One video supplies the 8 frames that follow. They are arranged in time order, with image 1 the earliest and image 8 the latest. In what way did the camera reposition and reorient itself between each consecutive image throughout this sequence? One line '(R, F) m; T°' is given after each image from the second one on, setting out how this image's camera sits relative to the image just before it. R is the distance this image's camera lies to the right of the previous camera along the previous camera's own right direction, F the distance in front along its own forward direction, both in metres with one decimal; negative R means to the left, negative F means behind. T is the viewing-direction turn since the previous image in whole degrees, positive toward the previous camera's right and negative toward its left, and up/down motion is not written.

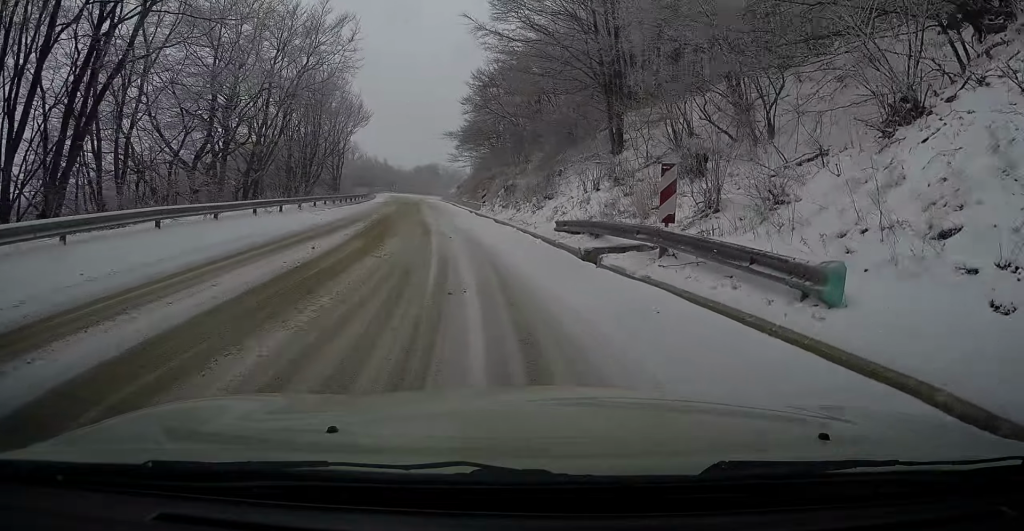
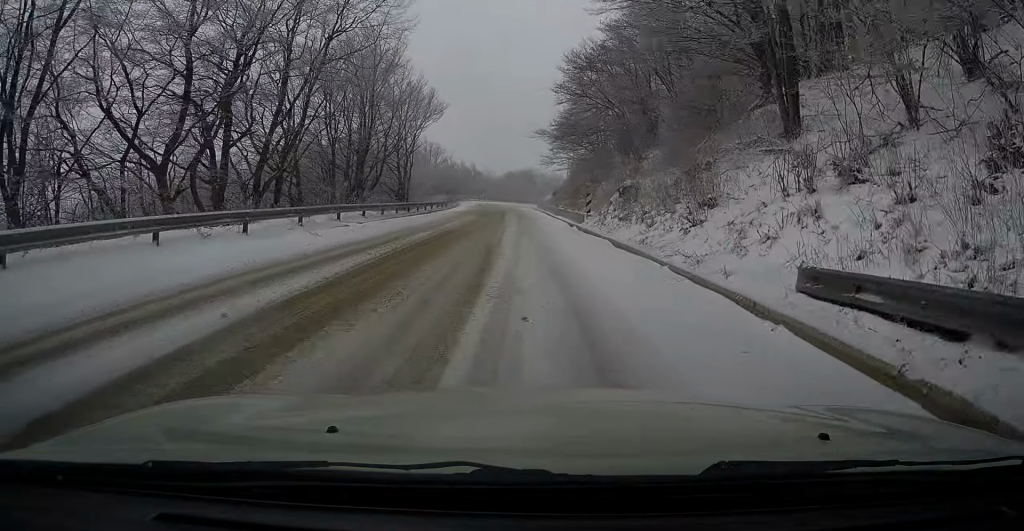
(-0.5, +11.0) m; -3°
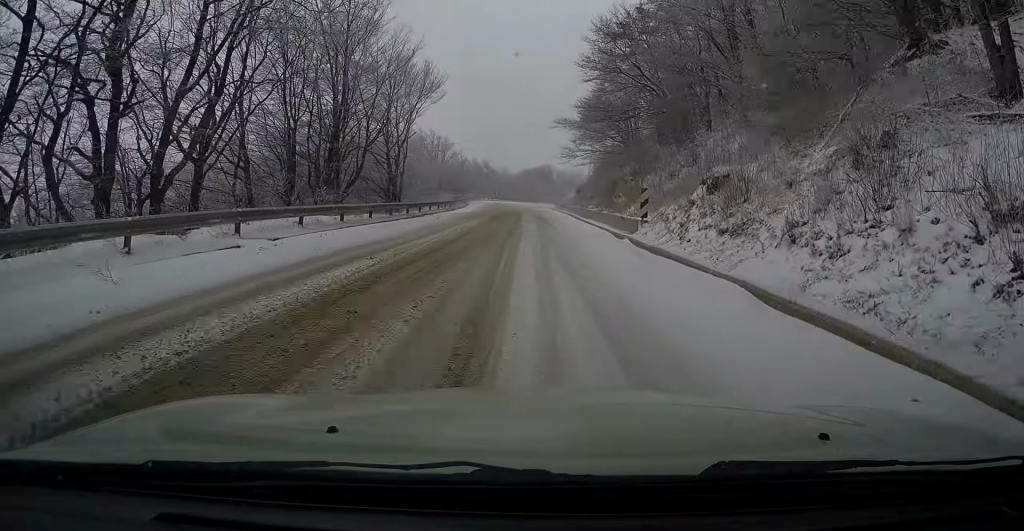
(0.0, +9.7) m; 0°
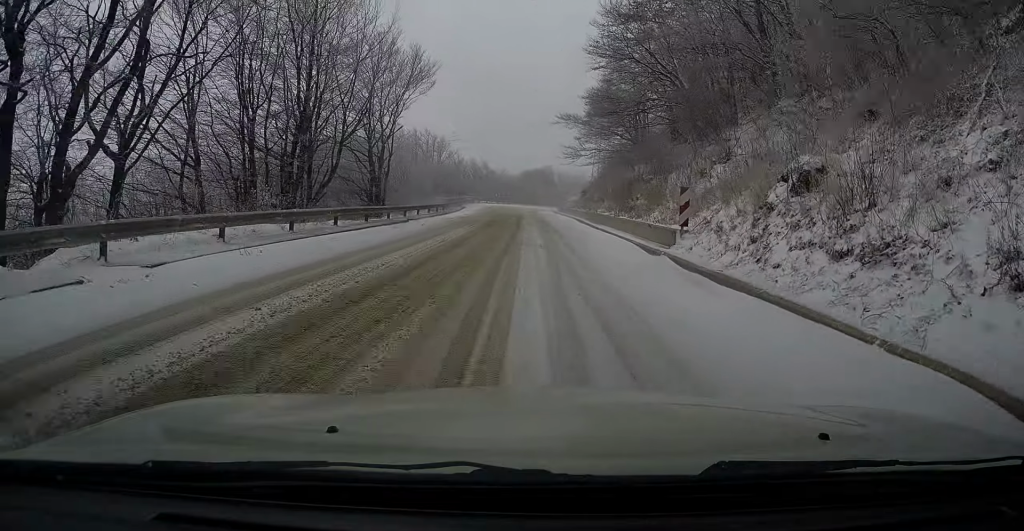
(+0.2, +4.9) m; 0°
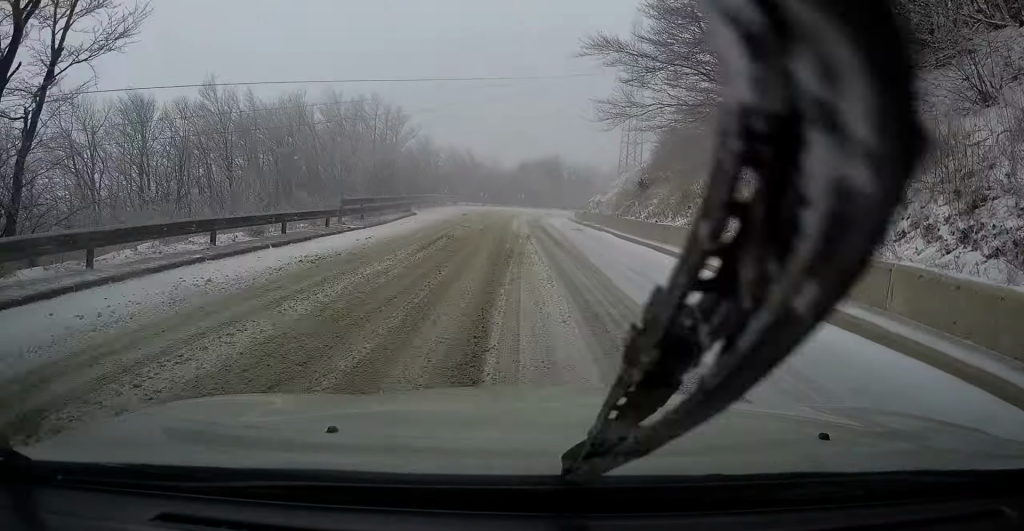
(-0.5, +27.9) m; -2°
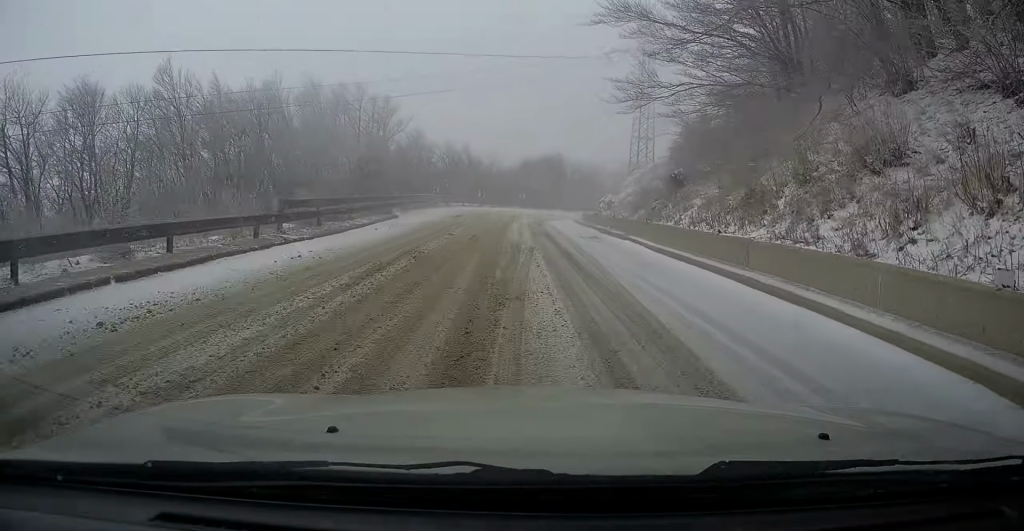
(0.0, +5.5) m; 0°
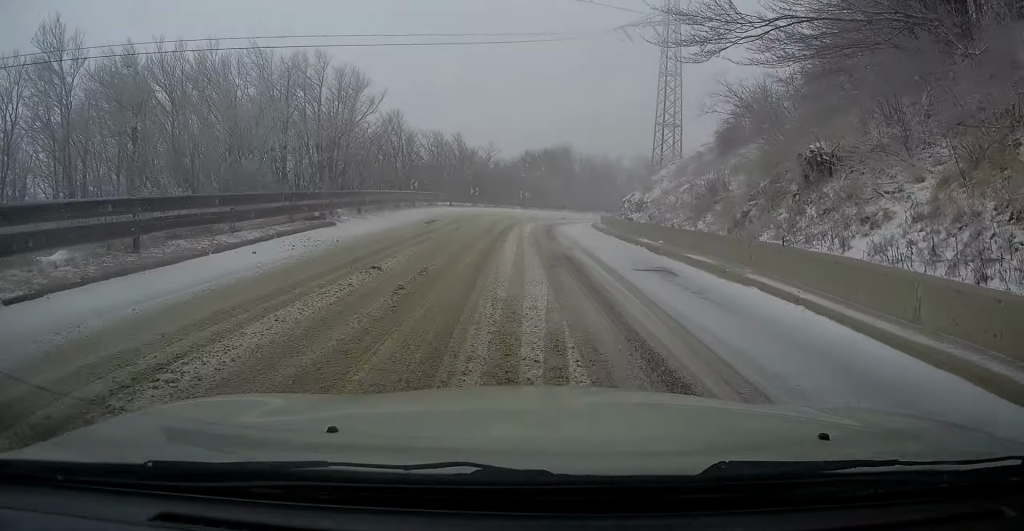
(0.0, +9.9) m; +1°
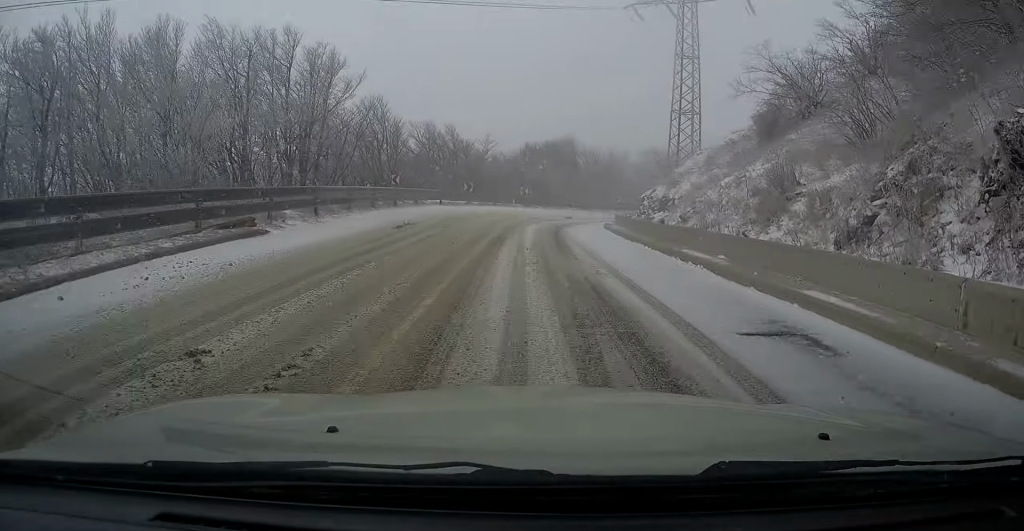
(0.0, +5.3) m; +1°
